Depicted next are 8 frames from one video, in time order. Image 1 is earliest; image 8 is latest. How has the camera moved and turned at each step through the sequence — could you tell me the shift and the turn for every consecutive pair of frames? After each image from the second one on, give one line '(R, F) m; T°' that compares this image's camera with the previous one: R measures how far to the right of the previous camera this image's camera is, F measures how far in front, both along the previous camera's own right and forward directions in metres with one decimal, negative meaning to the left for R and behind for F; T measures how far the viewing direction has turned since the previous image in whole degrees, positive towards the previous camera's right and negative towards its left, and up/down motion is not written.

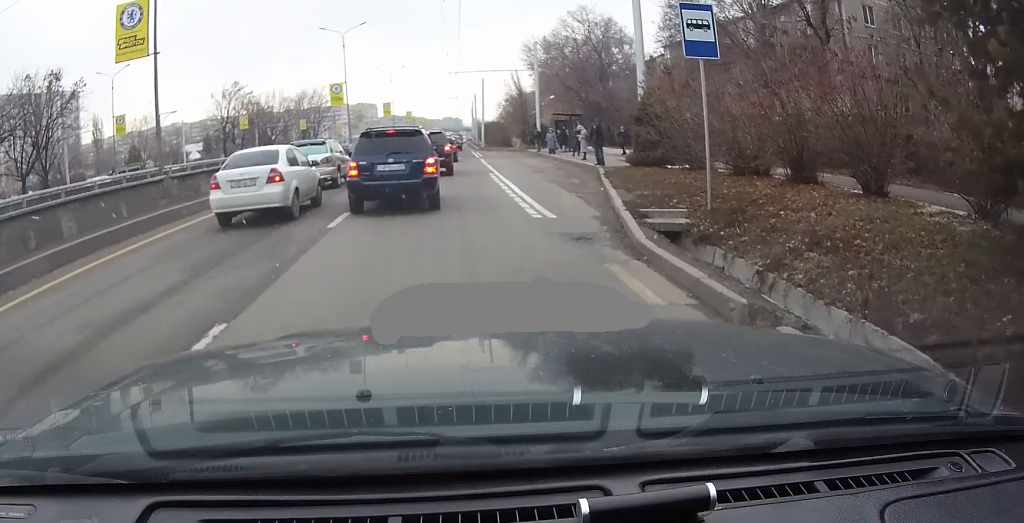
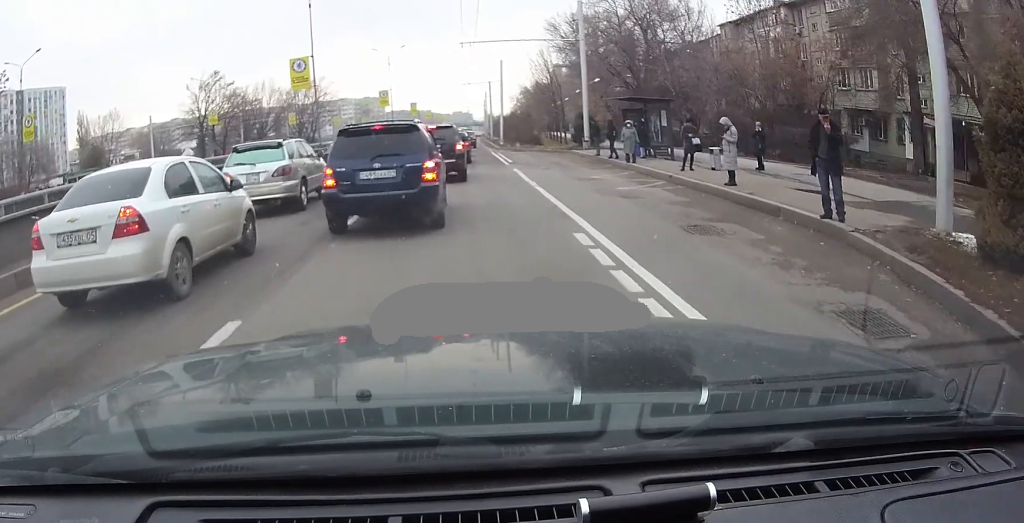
(-0.1, +14.5) m; 0°
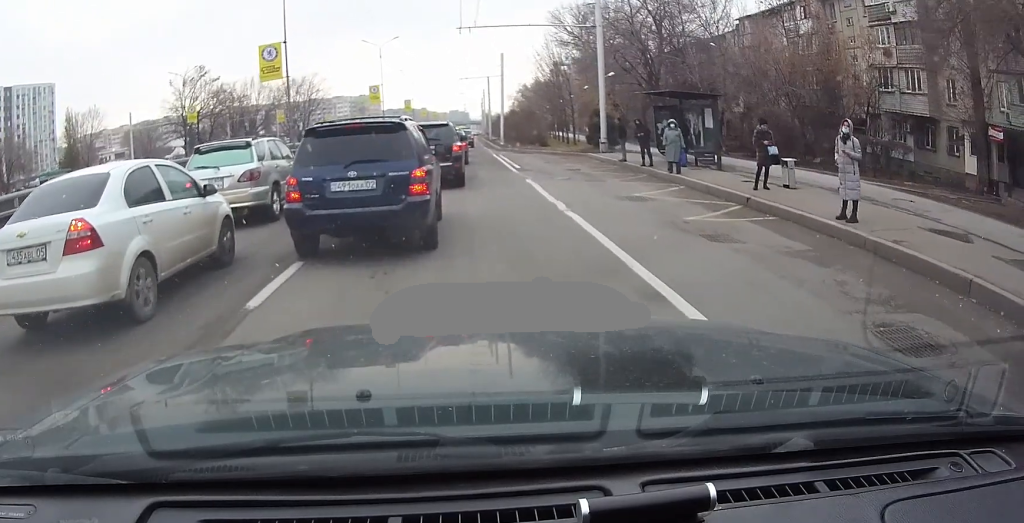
(+0.1, +4.5) m; +1°
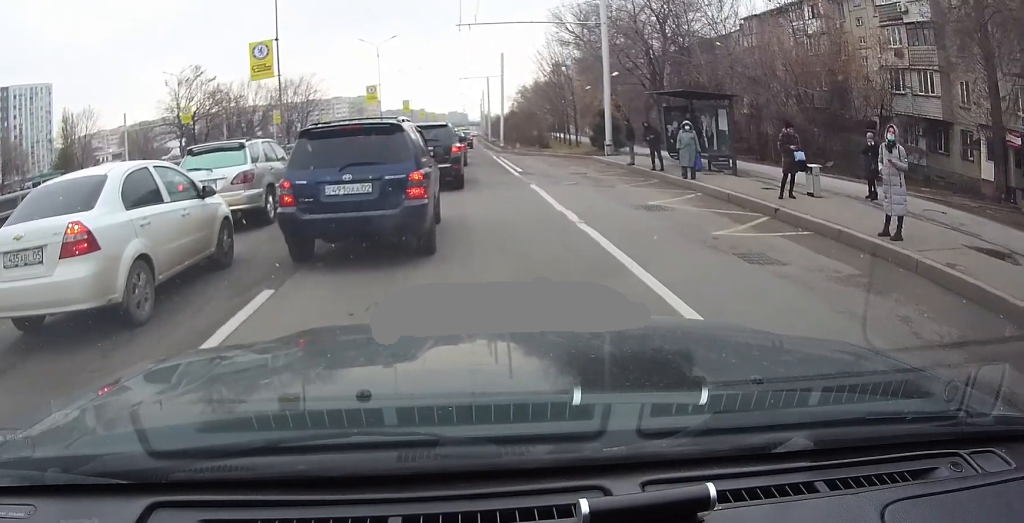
(0.0, +1.4) m; 0°
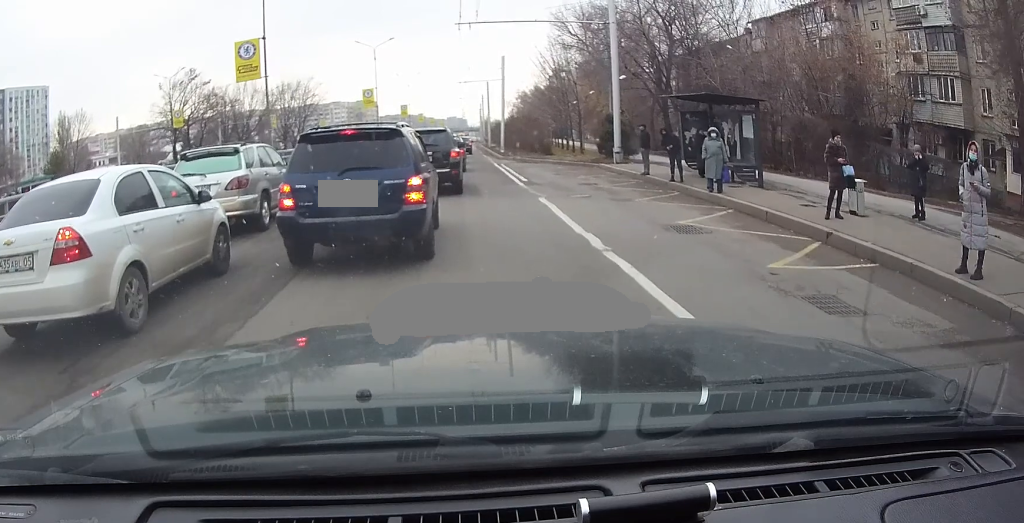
(0.0, +2.2) m; 0°
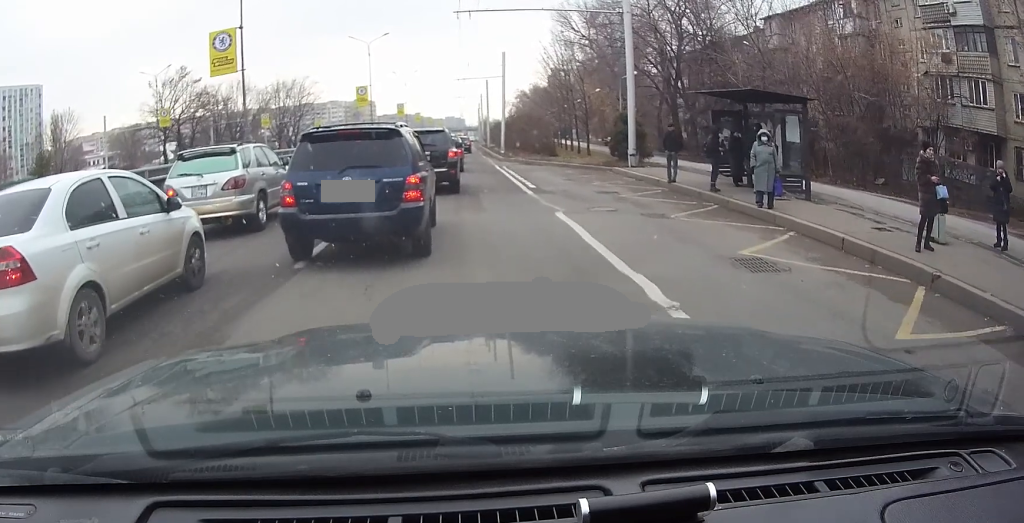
(0.0, +3.1) m; 0°
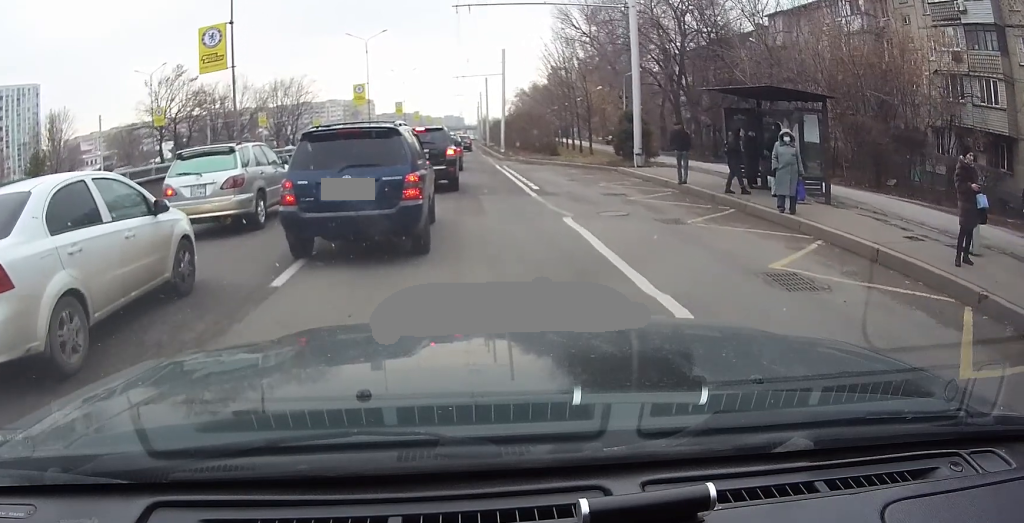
(0.0, +1.1) m; 0°
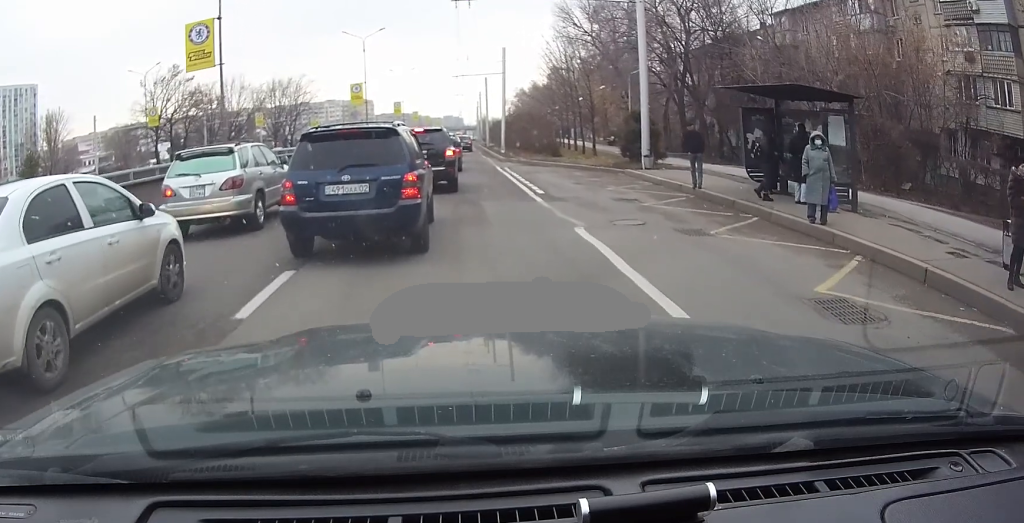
(0.0, +1.2) m; 0°
